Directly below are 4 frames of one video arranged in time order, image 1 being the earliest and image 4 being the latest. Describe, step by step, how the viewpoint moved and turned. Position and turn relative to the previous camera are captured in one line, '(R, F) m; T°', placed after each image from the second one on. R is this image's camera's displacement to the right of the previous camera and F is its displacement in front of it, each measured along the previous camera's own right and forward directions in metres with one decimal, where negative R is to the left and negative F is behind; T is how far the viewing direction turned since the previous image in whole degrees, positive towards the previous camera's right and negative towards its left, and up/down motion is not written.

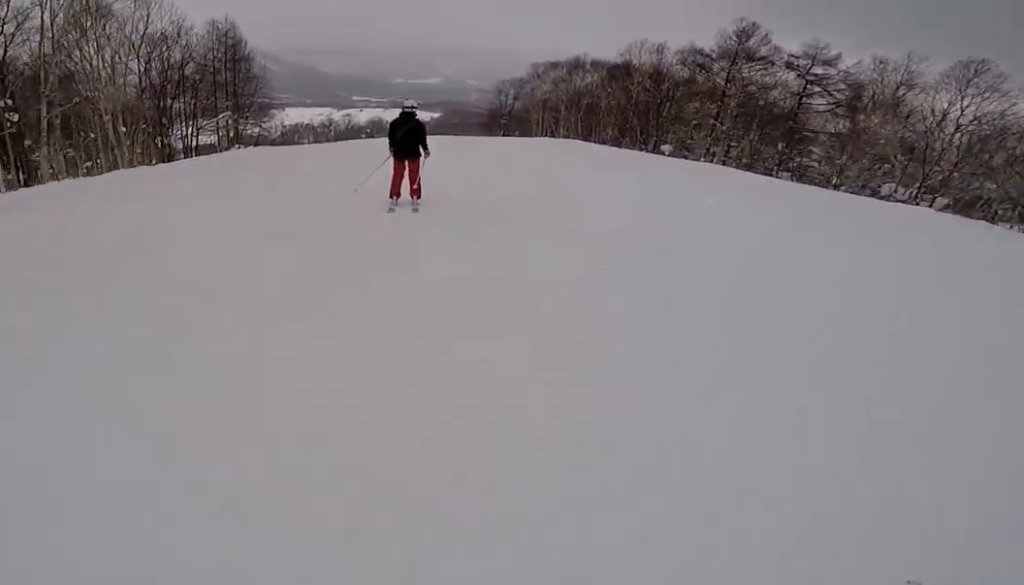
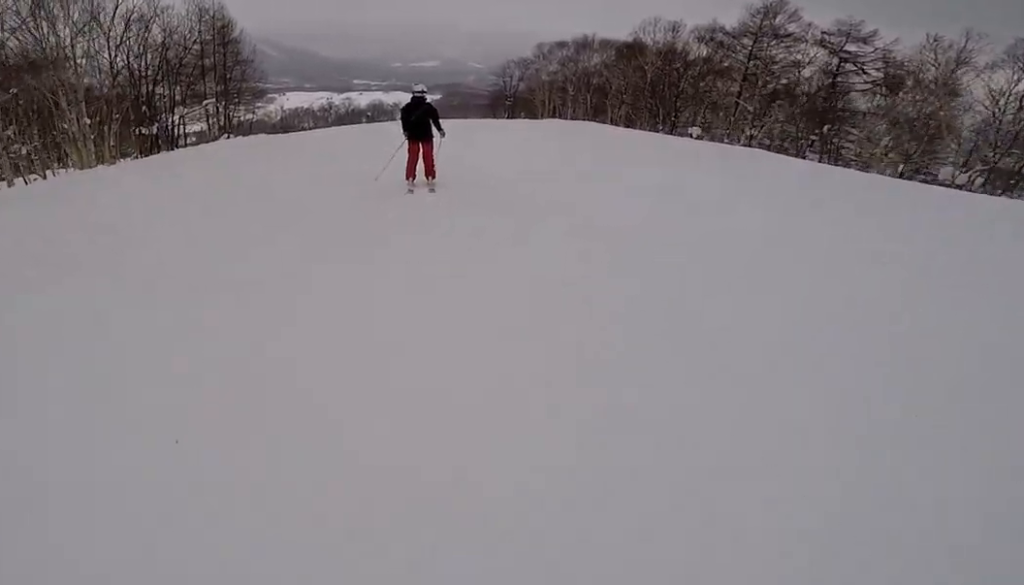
(+0.4, +2.6) m; 0°
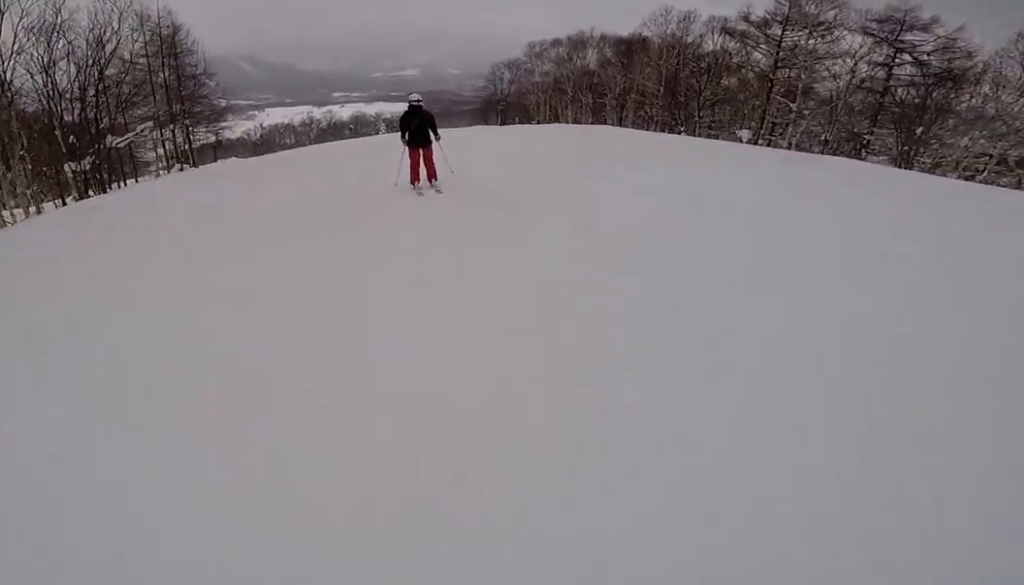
(-0.5, +4.7) m; 0°
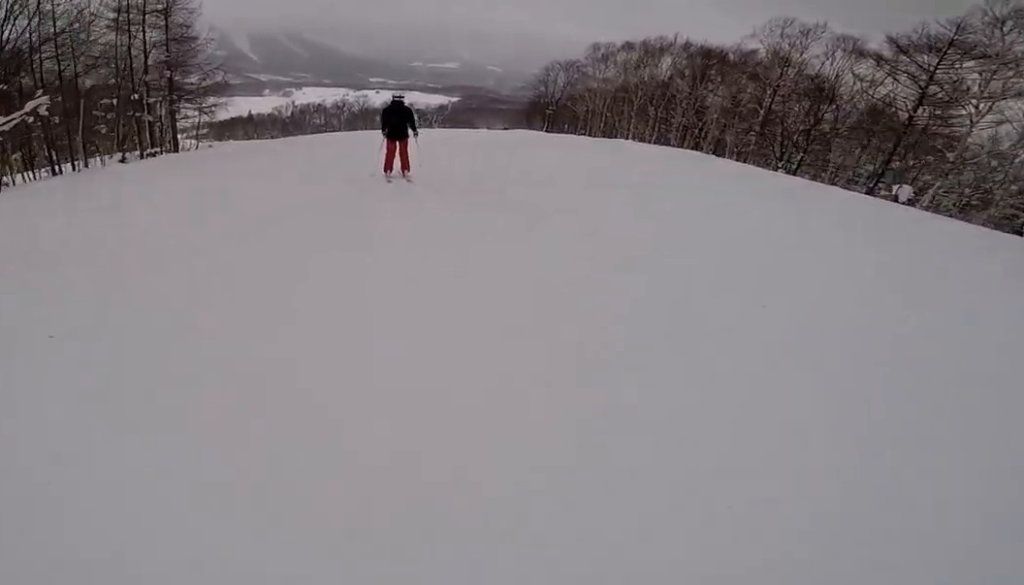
(+0.1, +5.9) m; 0°
